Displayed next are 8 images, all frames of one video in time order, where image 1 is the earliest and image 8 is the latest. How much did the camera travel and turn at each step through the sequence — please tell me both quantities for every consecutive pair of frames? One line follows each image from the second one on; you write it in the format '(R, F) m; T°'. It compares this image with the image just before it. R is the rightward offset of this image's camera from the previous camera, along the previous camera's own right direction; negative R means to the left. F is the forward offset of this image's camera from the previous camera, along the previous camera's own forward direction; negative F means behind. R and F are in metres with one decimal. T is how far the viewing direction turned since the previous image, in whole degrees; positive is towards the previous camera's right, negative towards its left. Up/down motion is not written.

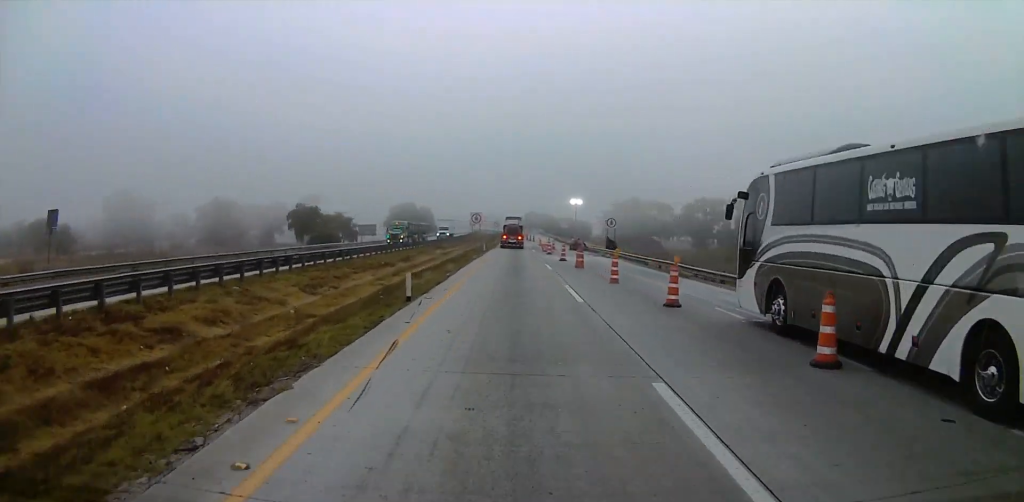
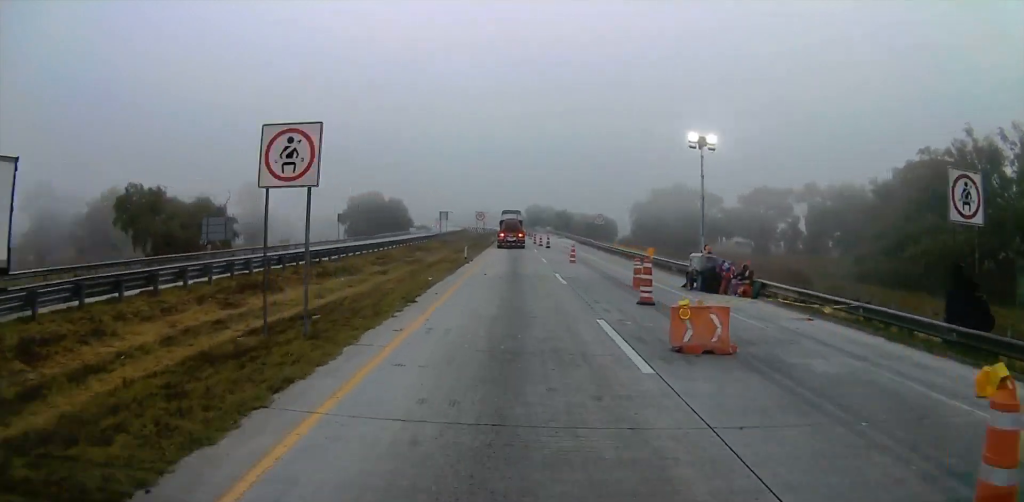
(0.0, +52.8) m; 0°
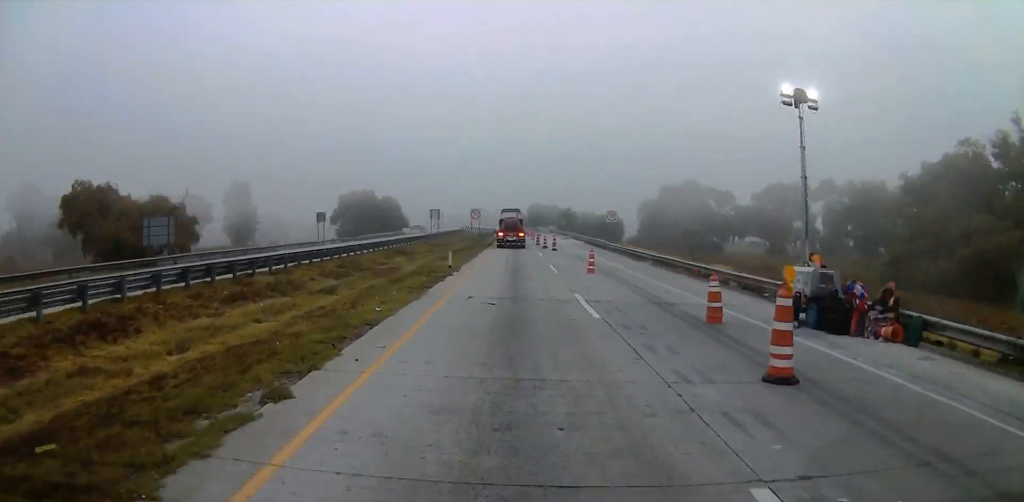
(0.0, +8.8) m; 0°
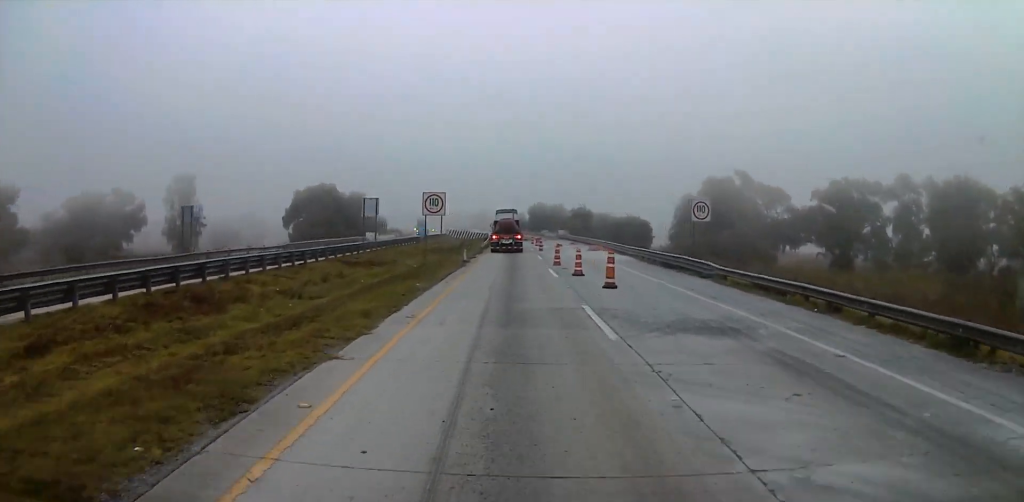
(-0.5, +30.4) m; -2°
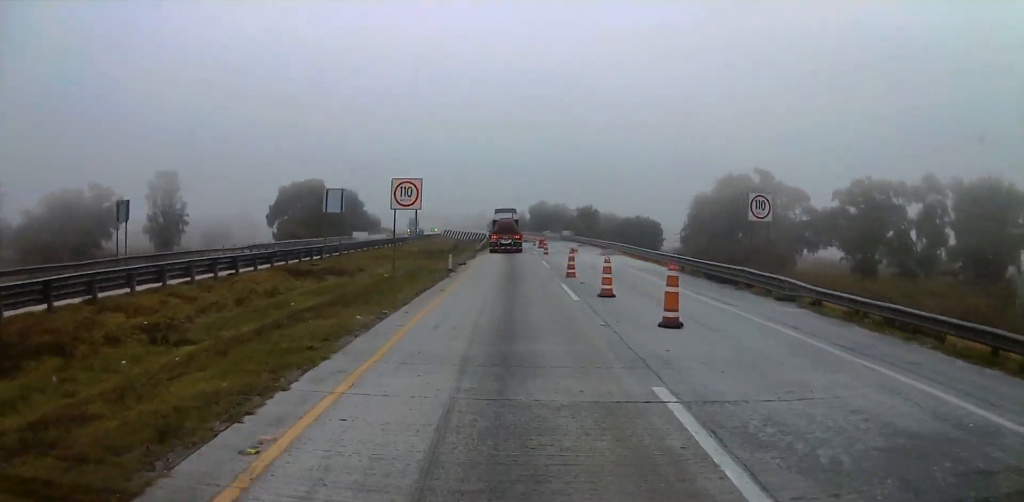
(0.0, +7.7) m; 0°
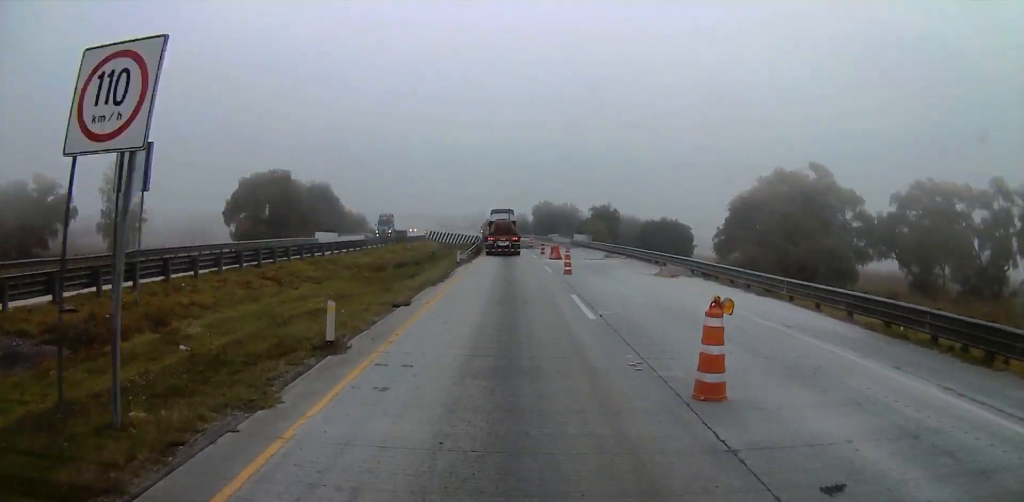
(0.0, +16.7) m; 0°
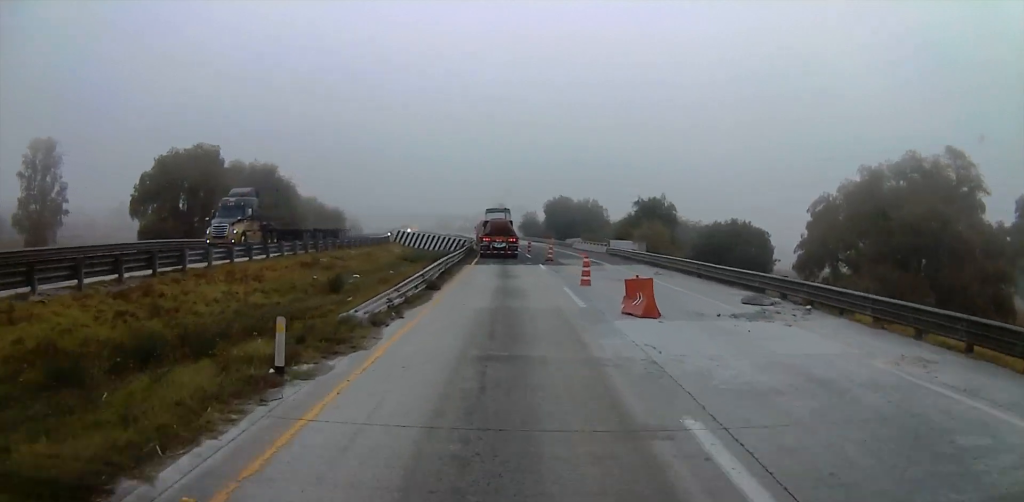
(0.0, +25.1) m; 0°
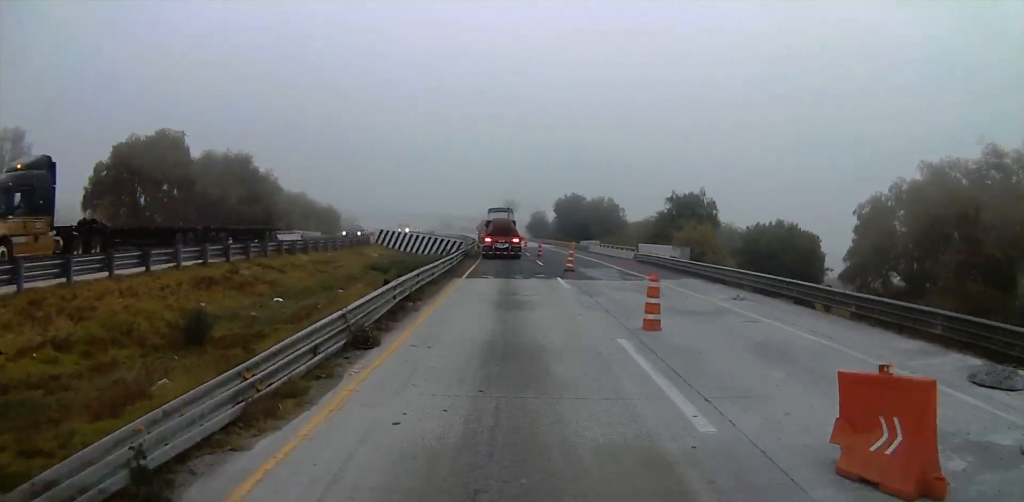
(0.0, +10.4) m; 0°
